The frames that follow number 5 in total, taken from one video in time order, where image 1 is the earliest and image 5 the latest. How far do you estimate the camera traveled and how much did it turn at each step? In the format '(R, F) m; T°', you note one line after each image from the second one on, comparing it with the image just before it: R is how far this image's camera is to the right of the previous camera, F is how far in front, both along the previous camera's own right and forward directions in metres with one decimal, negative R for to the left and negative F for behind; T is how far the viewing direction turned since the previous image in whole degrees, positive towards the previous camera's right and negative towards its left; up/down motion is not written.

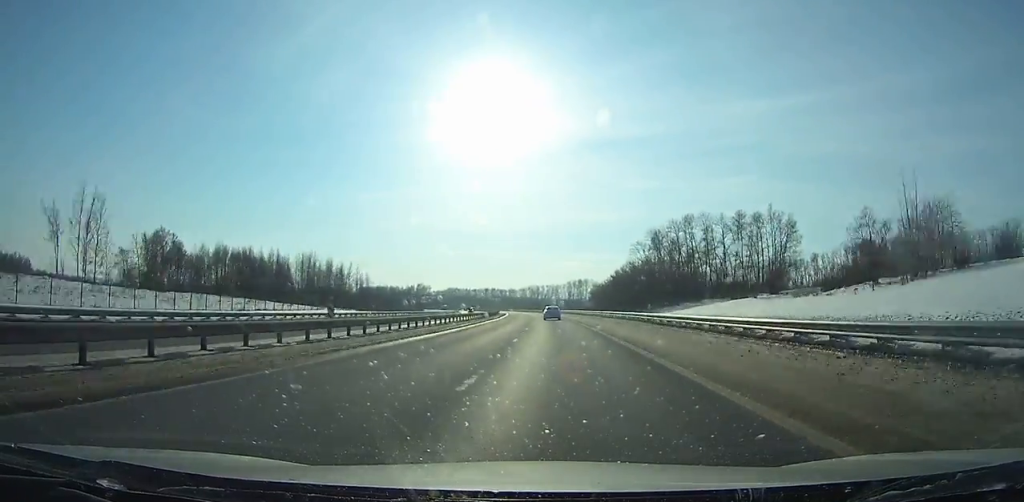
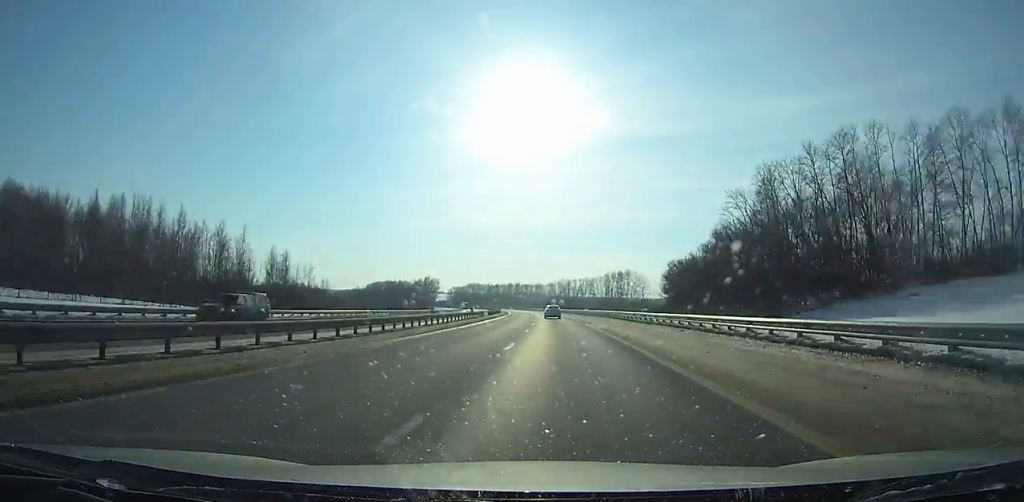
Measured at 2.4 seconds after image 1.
(-1.5, +76.0) m; -3°
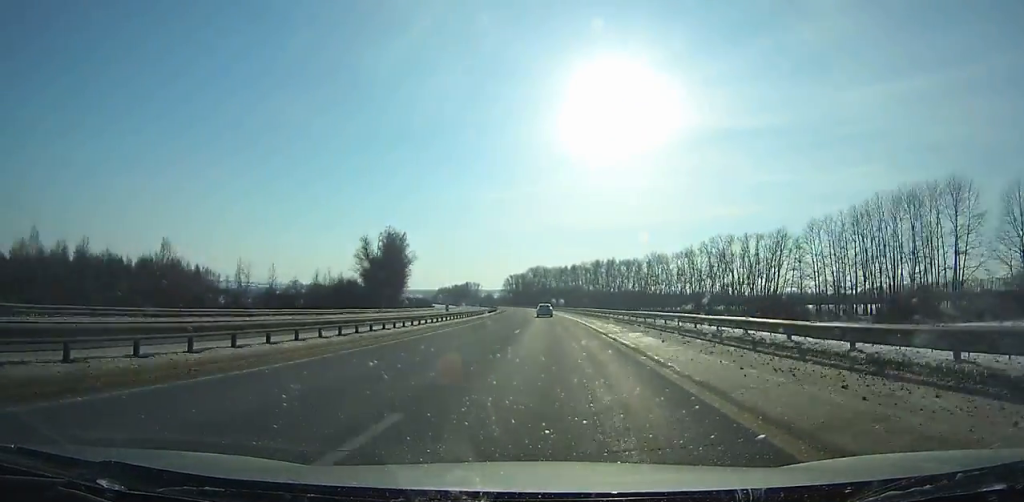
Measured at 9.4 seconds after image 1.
(-17.6, +228.4) m; -9°
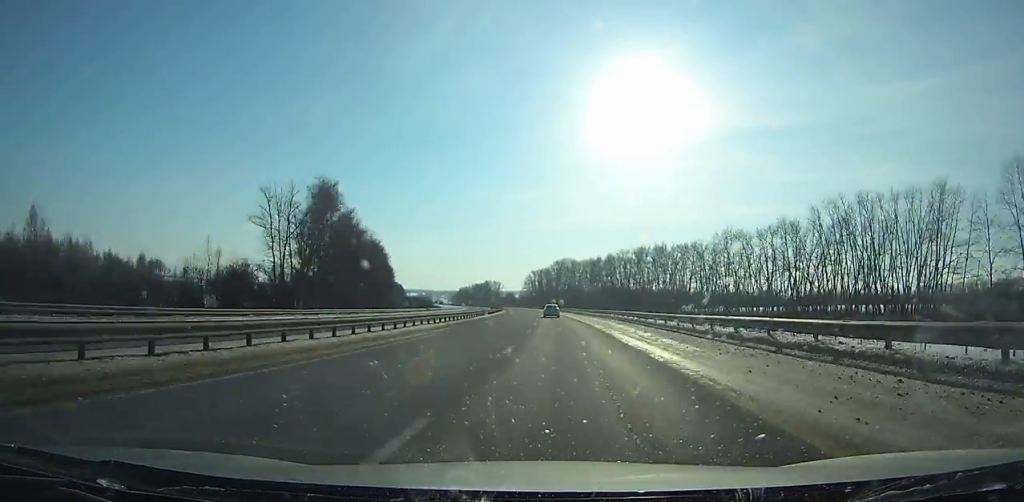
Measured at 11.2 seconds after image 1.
(-0.5, +60.3) m; -2°
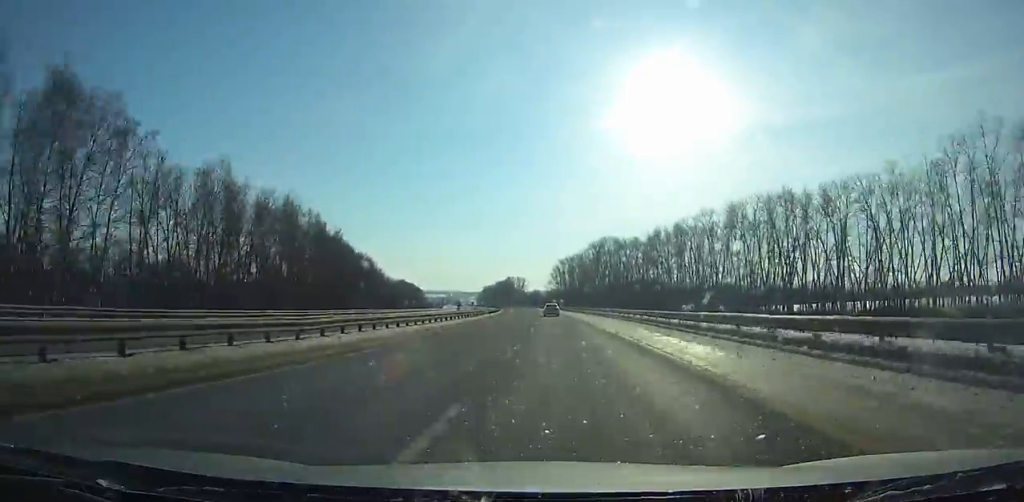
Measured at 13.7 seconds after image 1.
(-2.7, +85.3) m; -3°
